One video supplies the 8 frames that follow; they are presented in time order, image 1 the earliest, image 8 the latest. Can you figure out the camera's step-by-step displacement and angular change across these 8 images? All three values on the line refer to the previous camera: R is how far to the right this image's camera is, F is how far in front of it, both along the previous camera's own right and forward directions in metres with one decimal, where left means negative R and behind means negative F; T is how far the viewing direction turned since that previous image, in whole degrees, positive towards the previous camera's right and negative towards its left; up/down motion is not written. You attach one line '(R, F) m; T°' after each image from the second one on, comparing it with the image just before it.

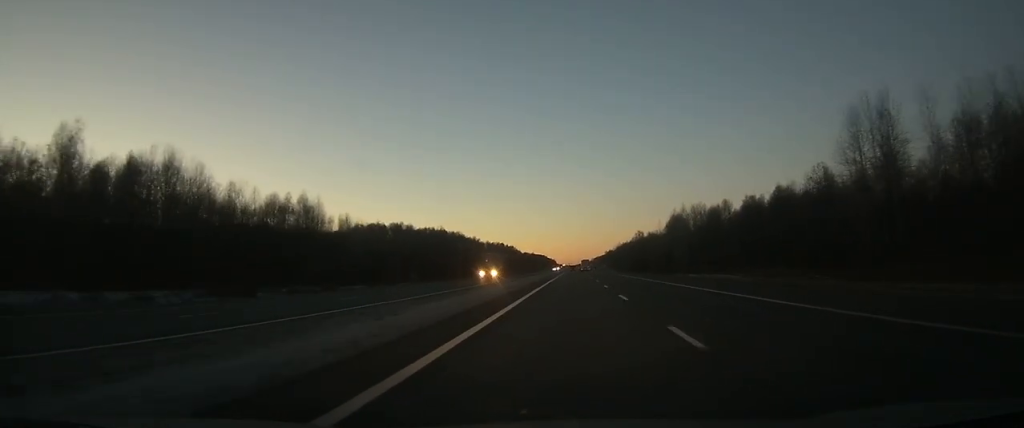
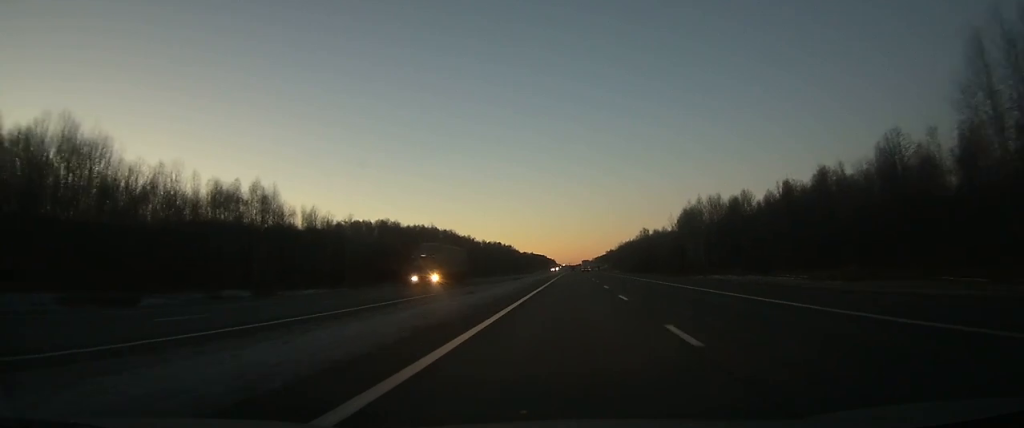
(-0.1, +23.7) m; 0°
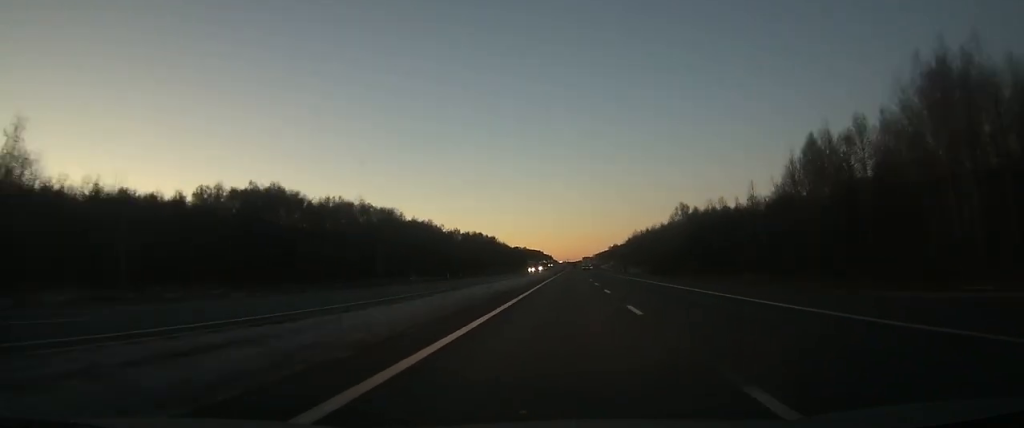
(+0.6, +113.6) m; 0°
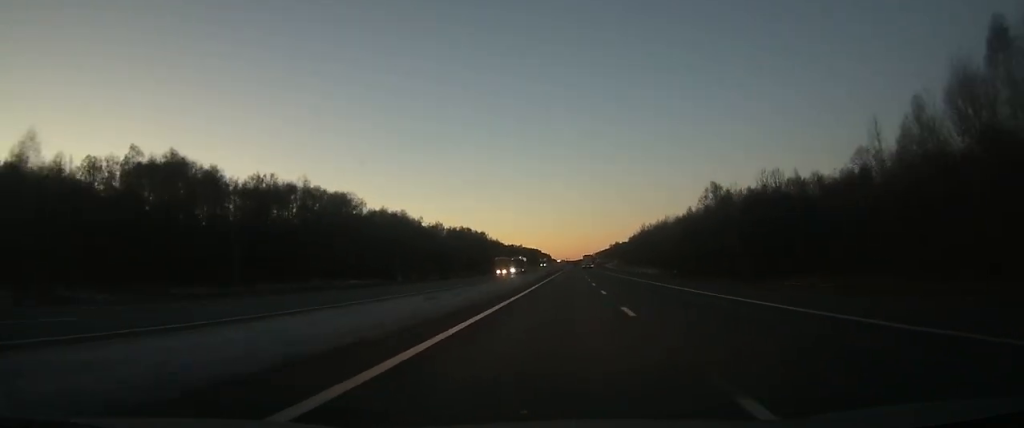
(-0.1, +48.3) m; 0°
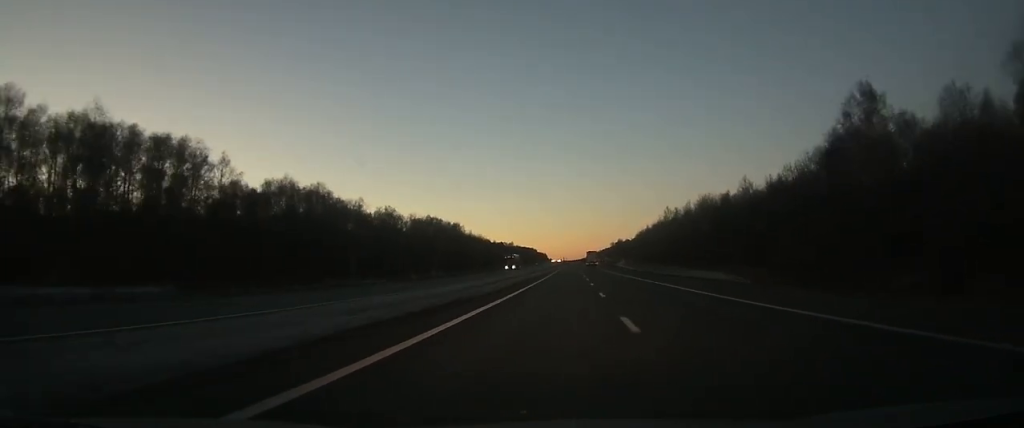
(0.0, +87.1) m; 0°
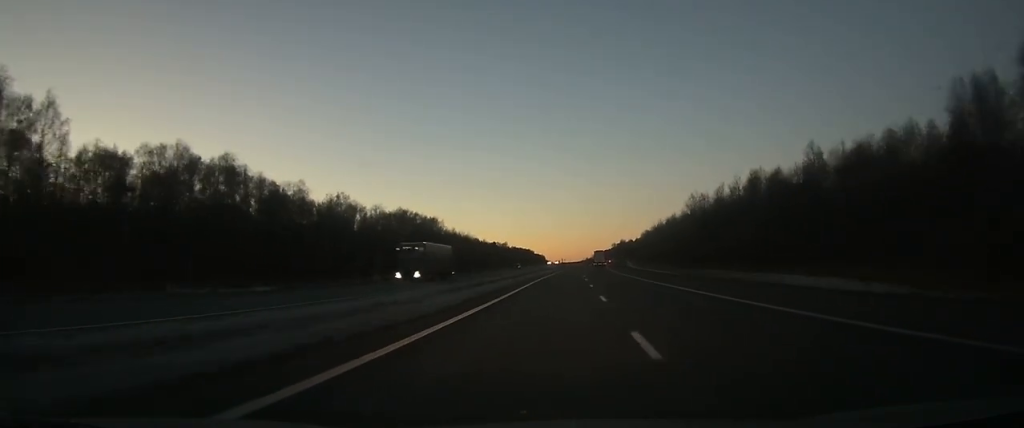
(+0.3, +51.0) m; 0°
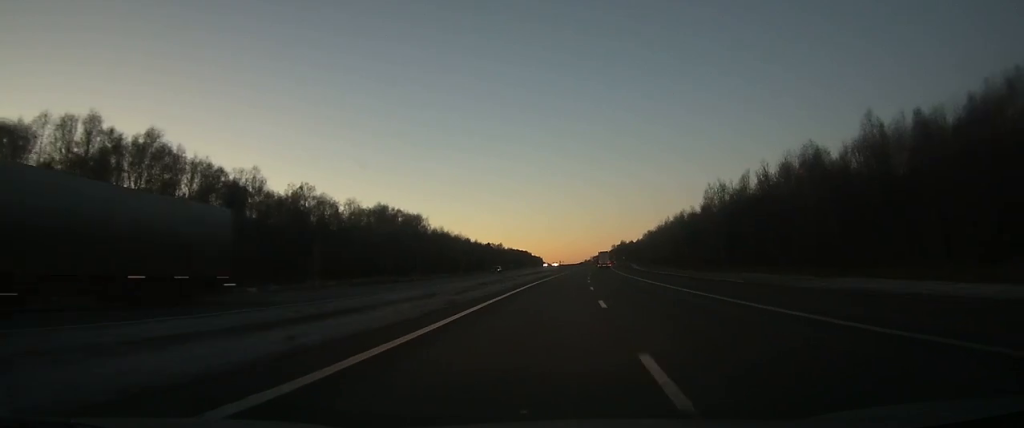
(0.0, +26.5) m; 0°
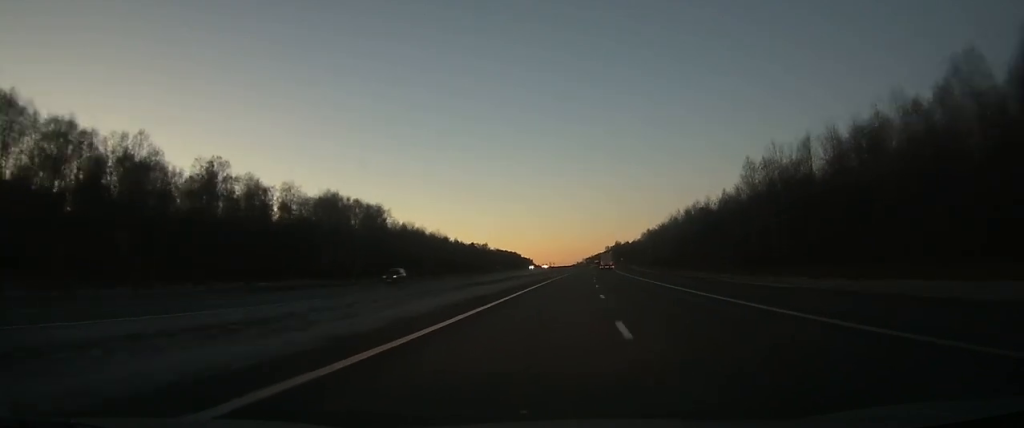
(+0.1, +42.8) m; +1°
